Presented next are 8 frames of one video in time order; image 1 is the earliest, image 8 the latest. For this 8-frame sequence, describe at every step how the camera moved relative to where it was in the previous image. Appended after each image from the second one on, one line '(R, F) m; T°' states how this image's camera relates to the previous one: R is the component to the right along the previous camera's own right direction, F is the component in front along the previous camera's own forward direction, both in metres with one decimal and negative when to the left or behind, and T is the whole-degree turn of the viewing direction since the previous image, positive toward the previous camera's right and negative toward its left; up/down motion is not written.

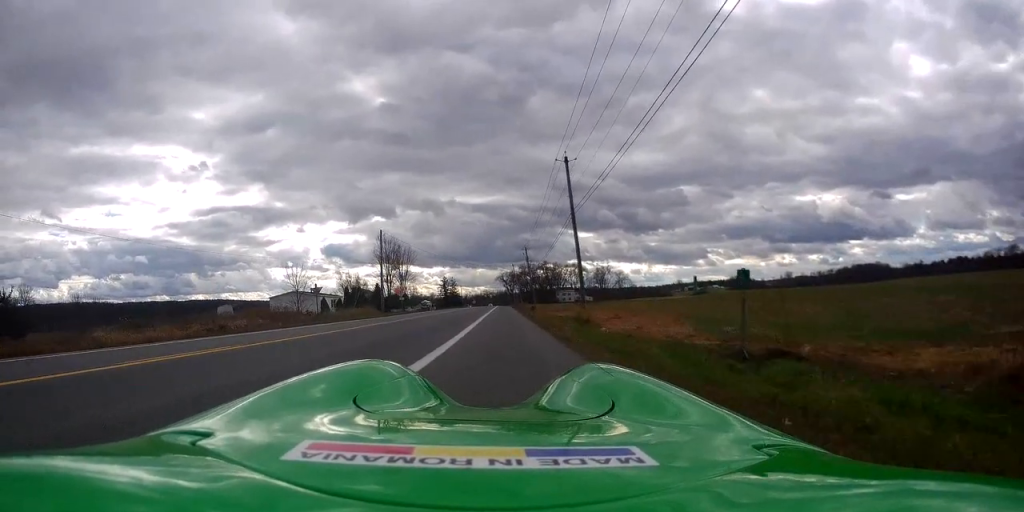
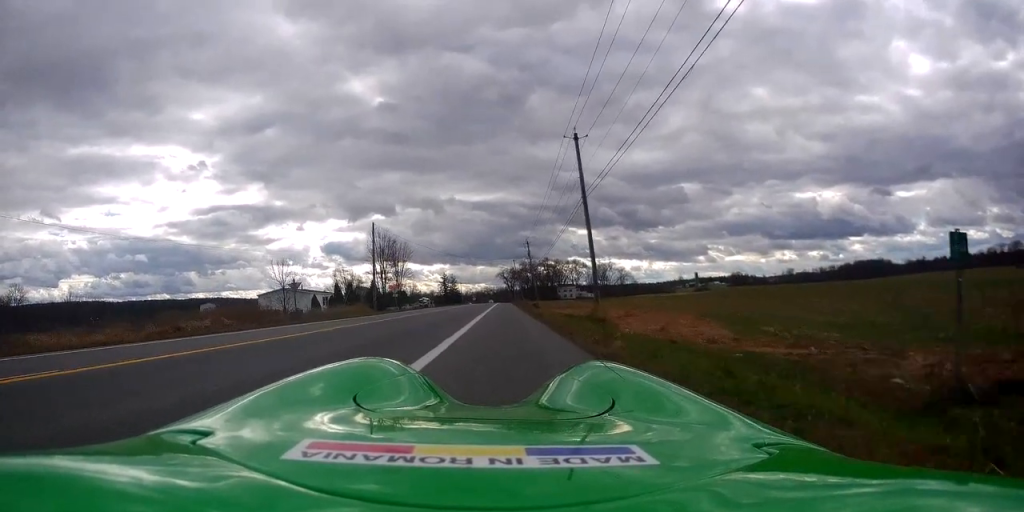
(+0.1, +4.6) m; 0°
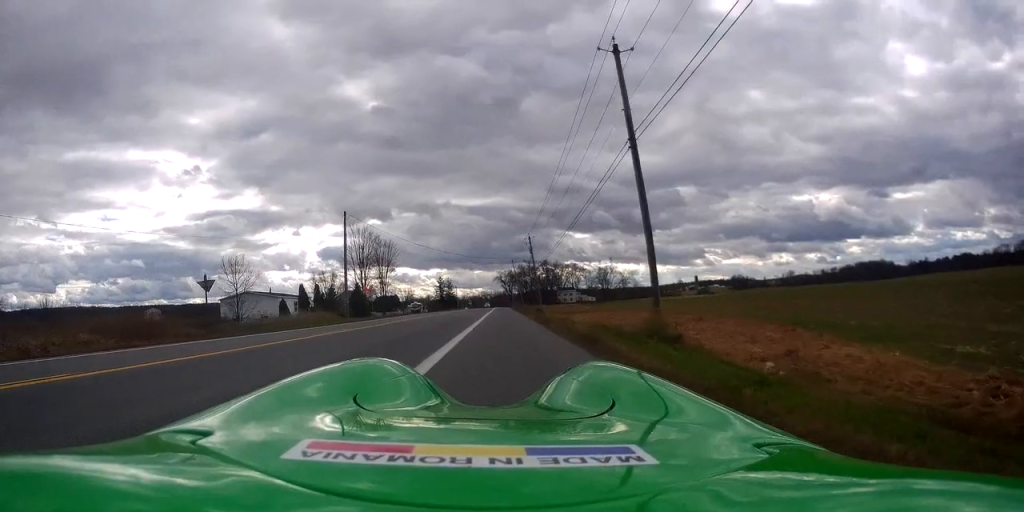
(-0.2, +11.8) m; -3°
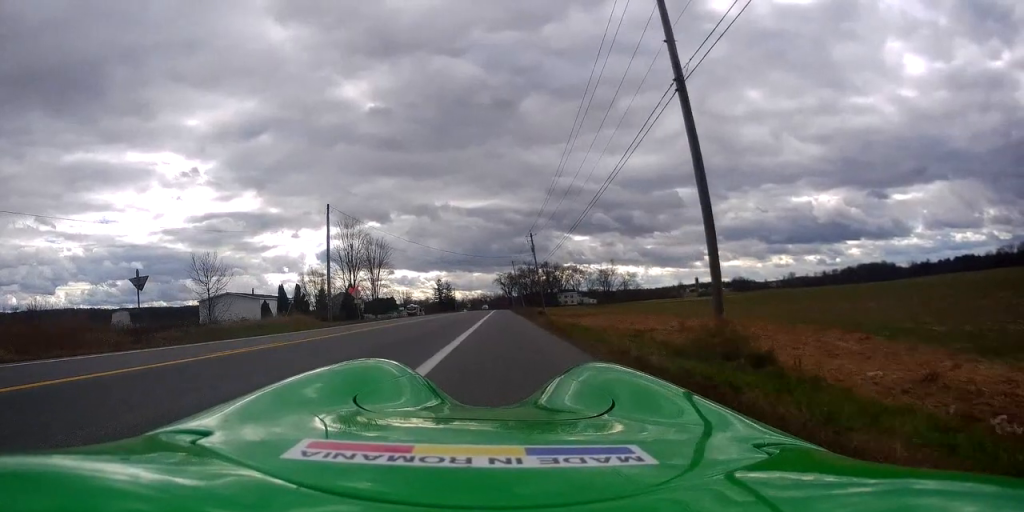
(0.0, +5.3) m; +2°
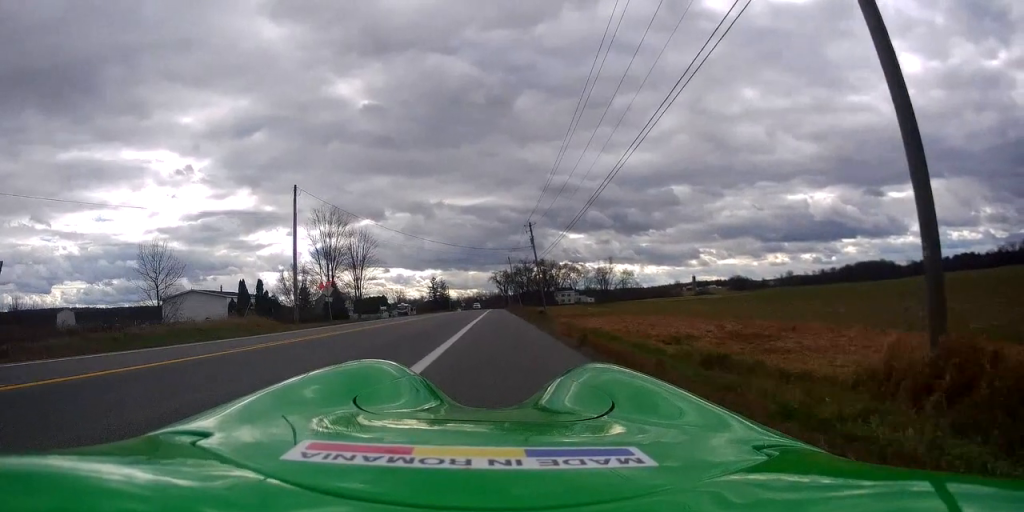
(+0.2, +7.5) m; +3°
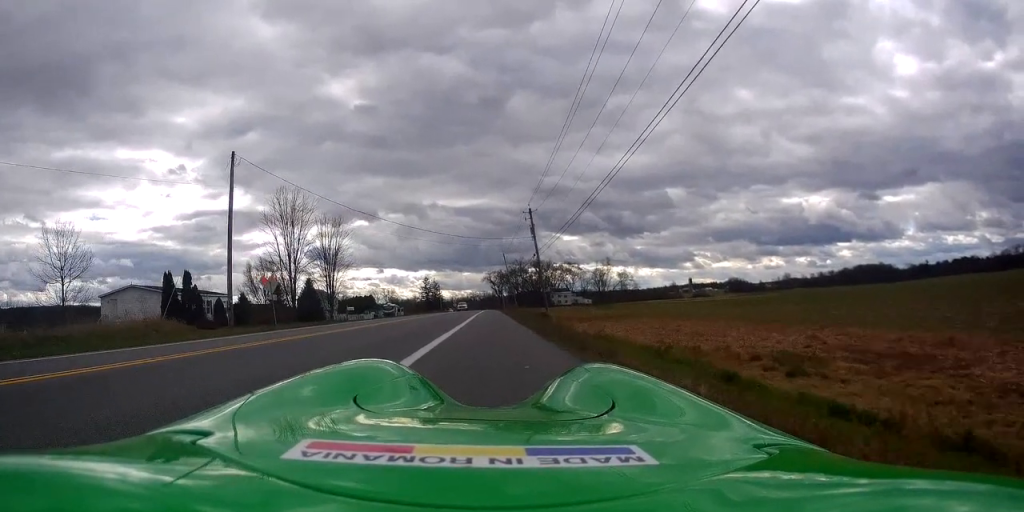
(+0.1, +10.4) m; -3°
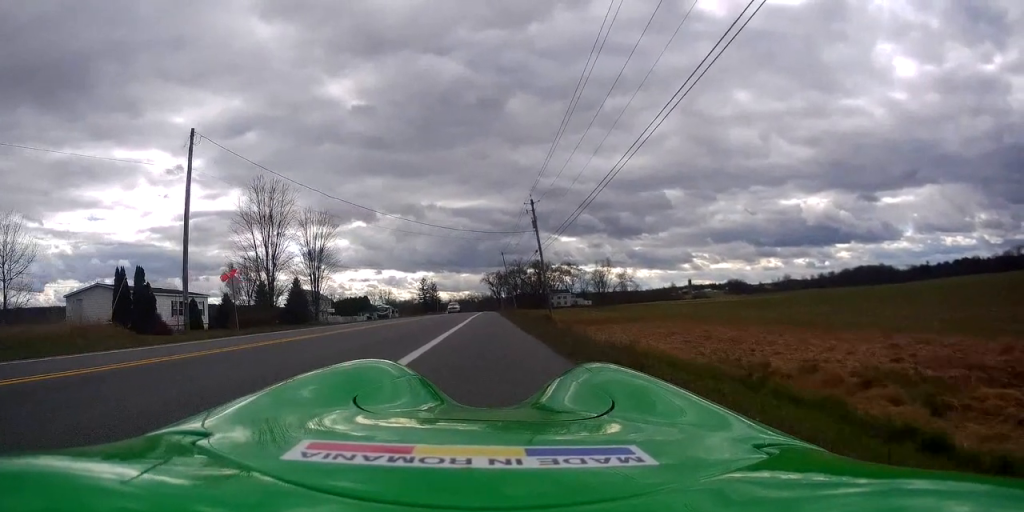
(-0.3, +5.2) m; 0°
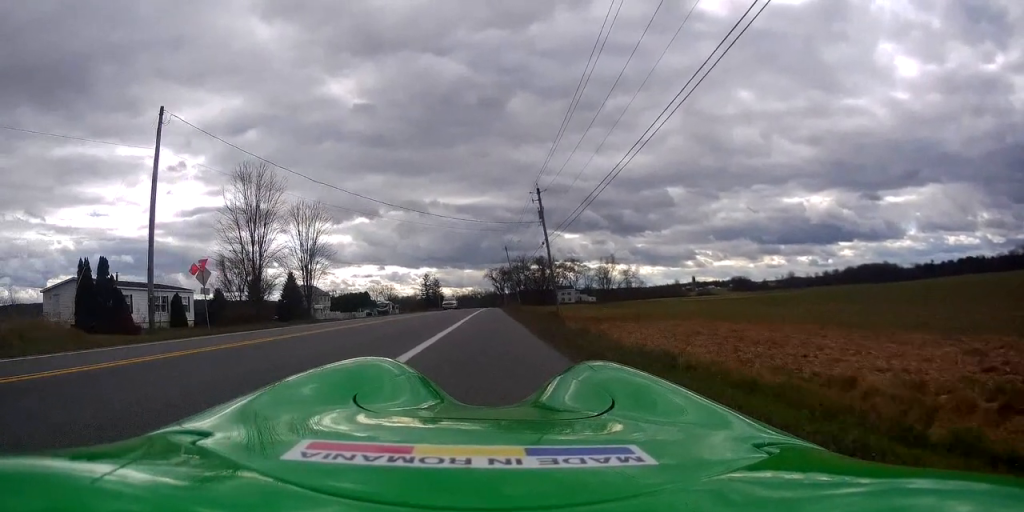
(0.0, +3.5) m; 0°
